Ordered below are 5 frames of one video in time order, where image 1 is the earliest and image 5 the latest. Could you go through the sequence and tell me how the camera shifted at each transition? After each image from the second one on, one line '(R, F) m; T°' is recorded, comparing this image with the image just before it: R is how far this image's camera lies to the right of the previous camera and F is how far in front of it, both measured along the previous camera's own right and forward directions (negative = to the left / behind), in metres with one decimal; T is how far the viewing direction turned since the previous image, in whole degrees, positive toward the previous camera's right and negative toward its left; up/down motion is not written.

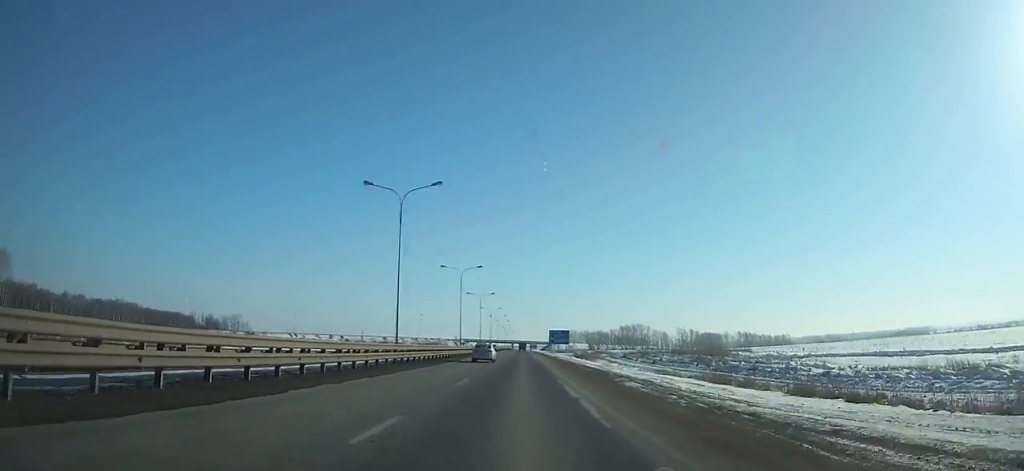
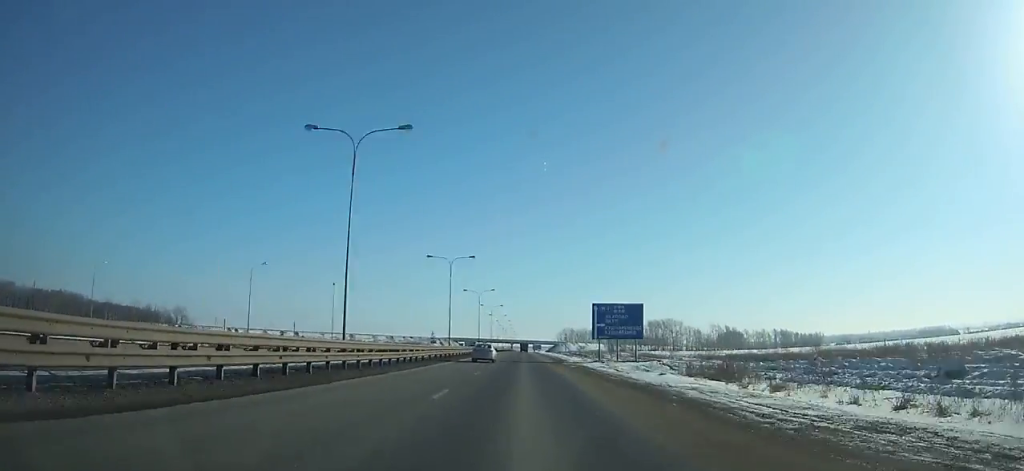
(-0.2, +88.3) m; 0°
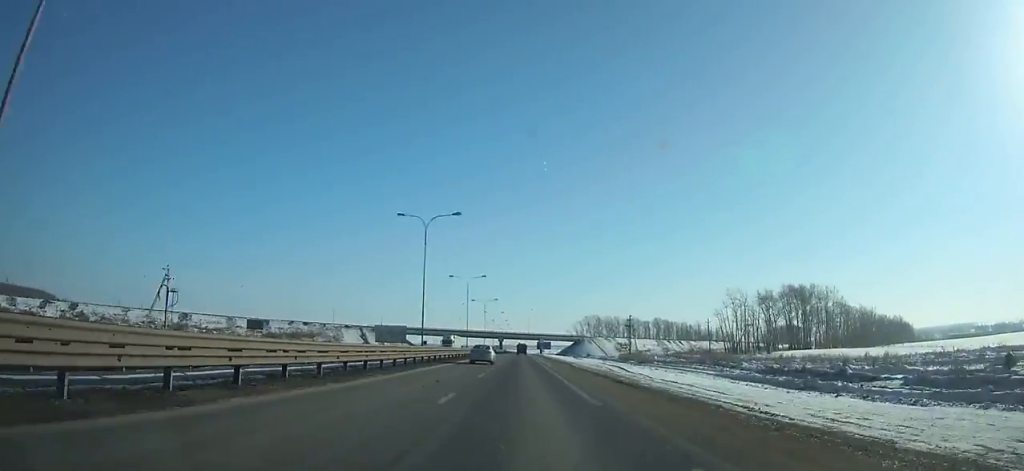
(+0.2, +178.6) m; 0°
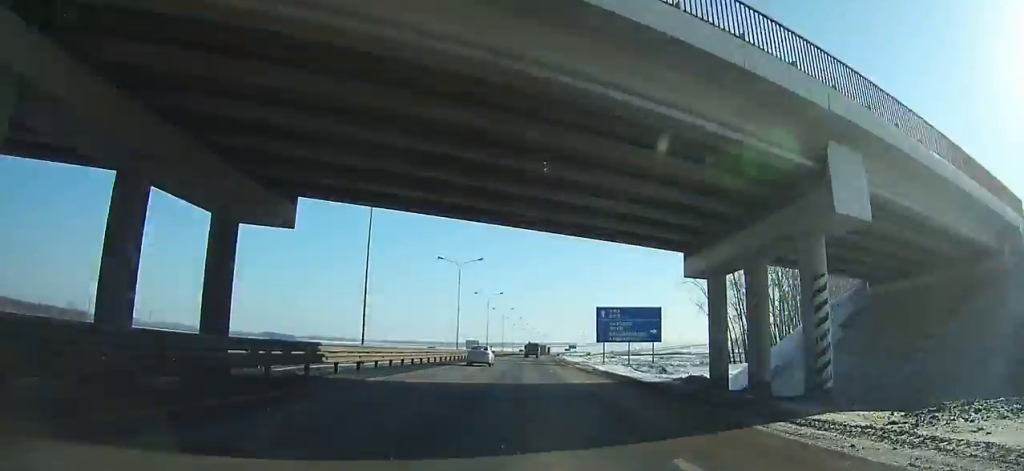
(+0.2, +214.8) m; +1°
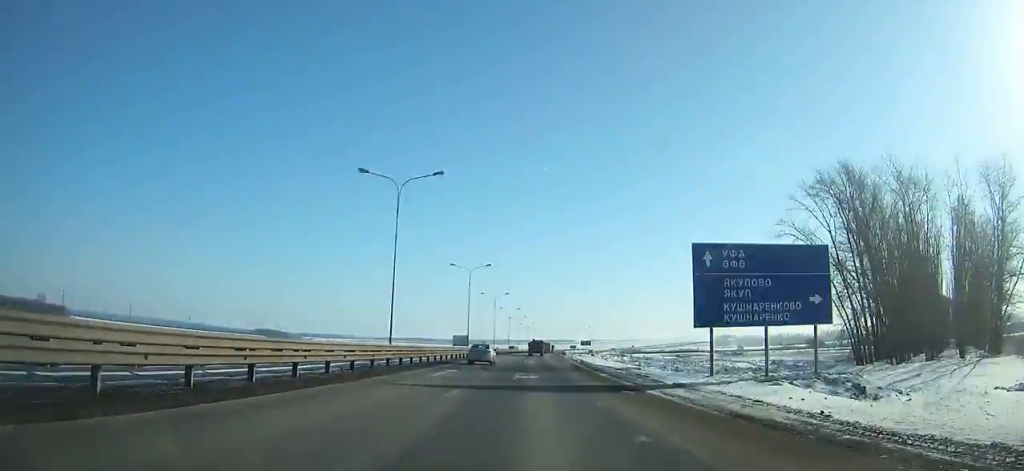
(-0.1, +33.8) m; 0°
